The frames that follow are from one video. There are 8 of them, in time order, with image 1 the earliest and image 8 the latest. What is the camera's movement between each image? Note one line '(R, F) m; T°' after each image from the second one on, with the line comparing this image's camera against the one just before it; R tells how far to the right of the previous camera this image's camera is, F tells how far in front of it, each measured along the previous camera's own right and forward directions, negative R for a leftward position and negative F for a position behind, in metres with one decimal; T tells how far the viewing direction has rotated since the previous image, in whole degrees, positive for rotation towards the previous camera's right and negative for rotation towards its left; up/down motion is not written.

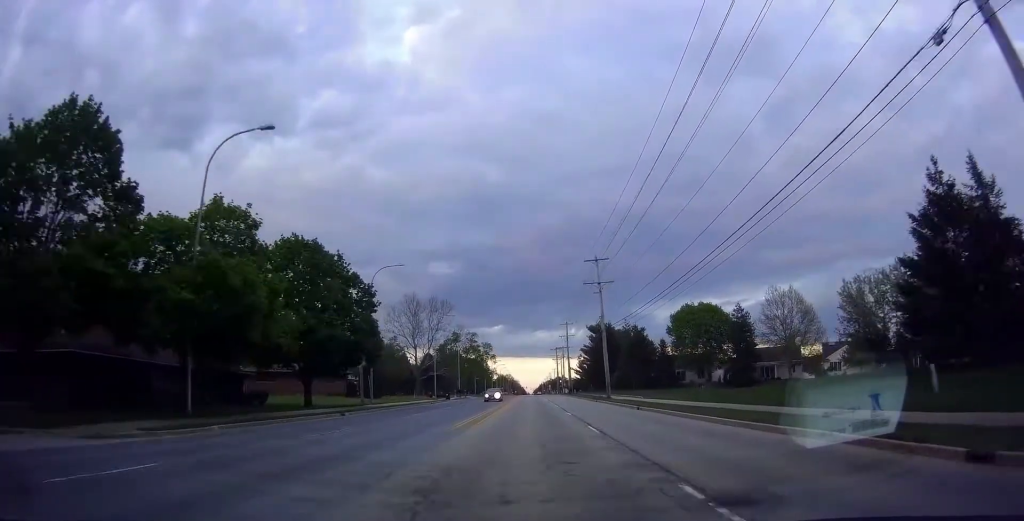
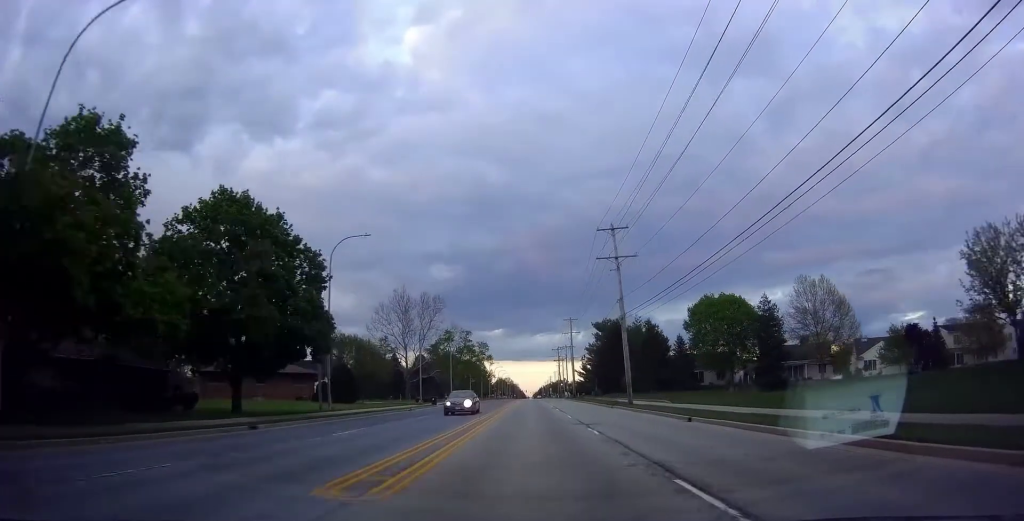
(0.0, +11.4) m; 0°
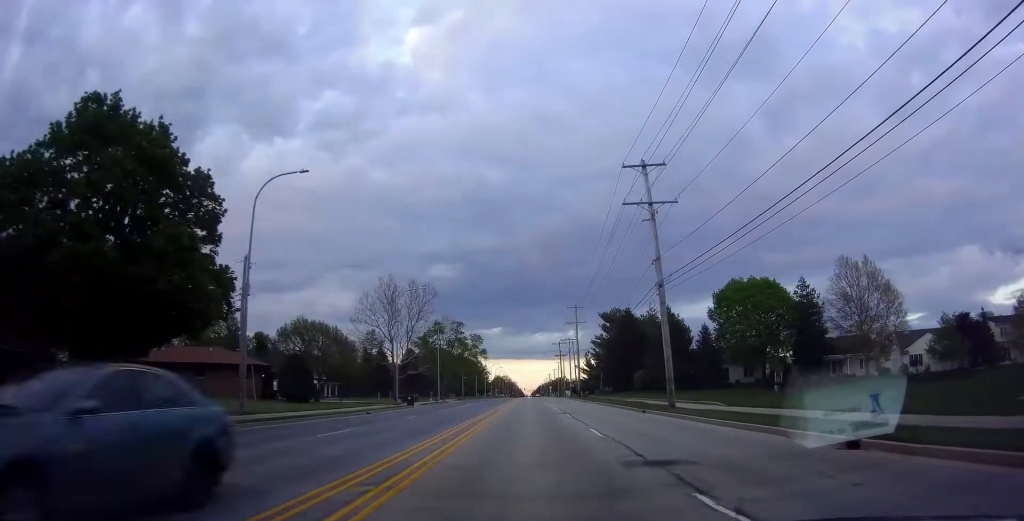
(0.0, +13.1) m; 0°
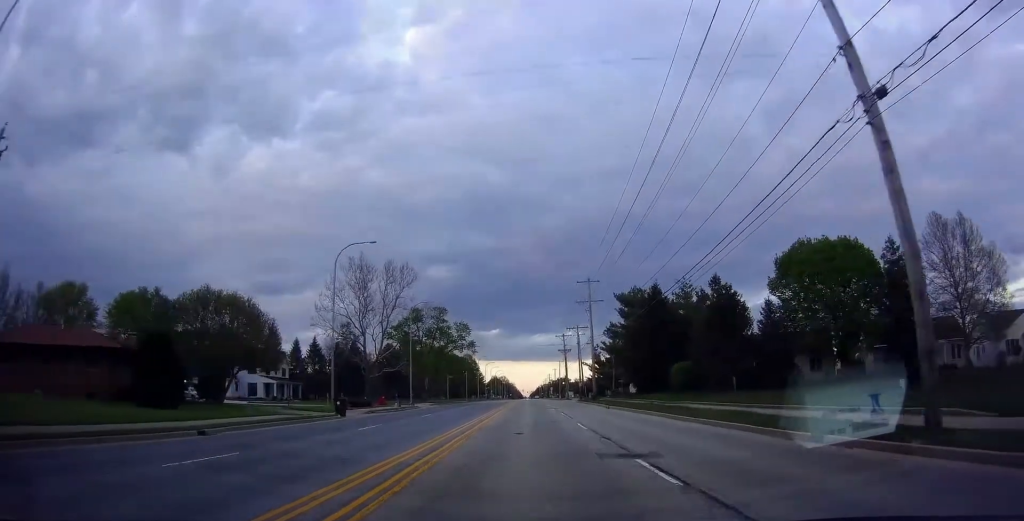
(0.0, +20.8) m; 0°
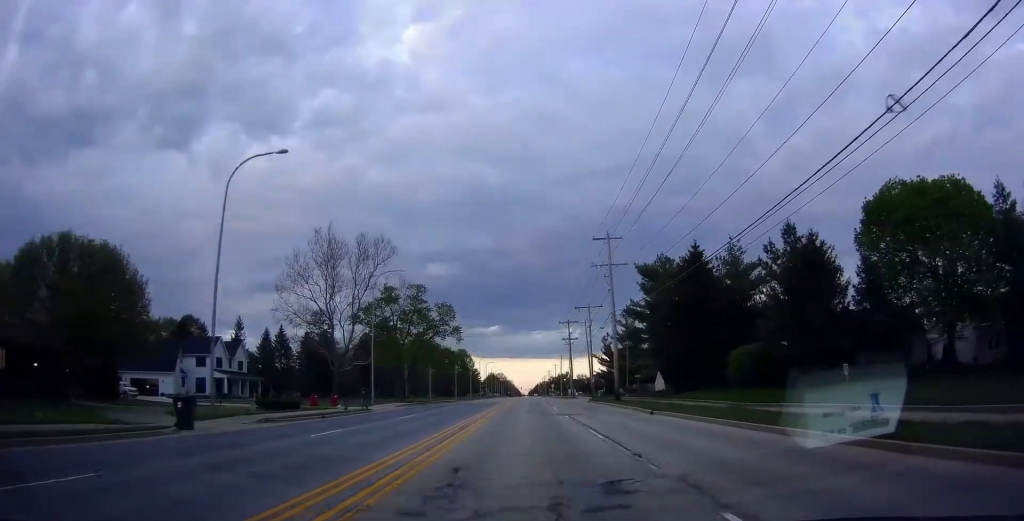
(0.0, +17.5) m; 0°
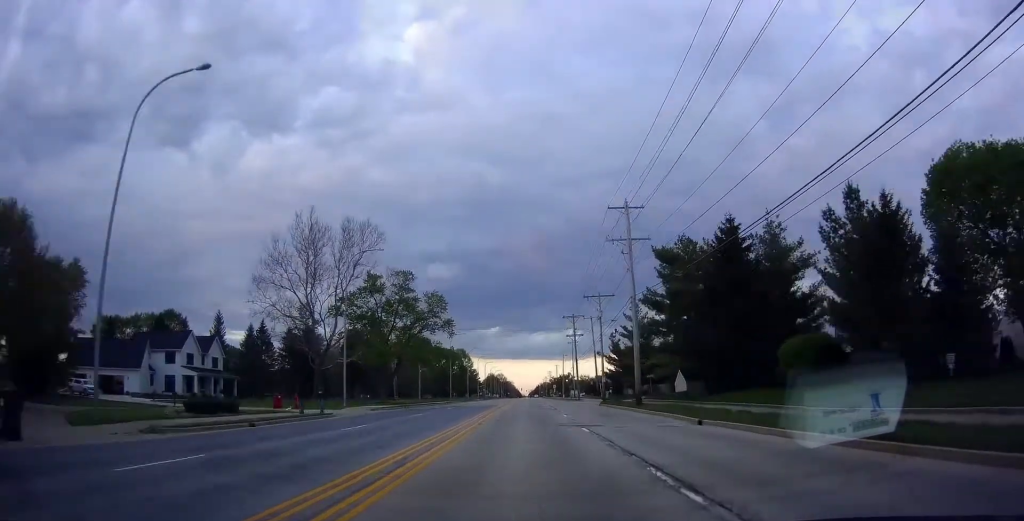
(0.0, +8.7) m; 0°
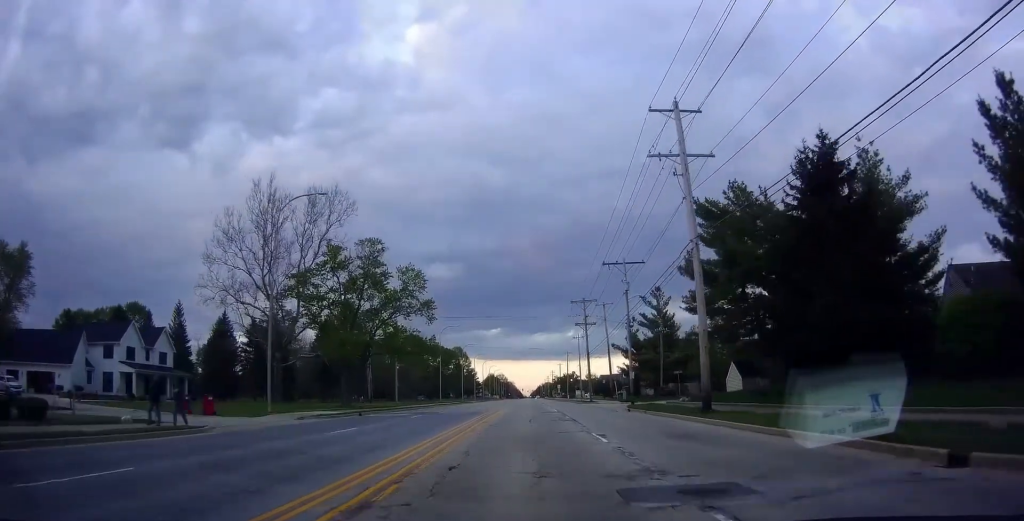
(0.0, +14.3) m; 0°
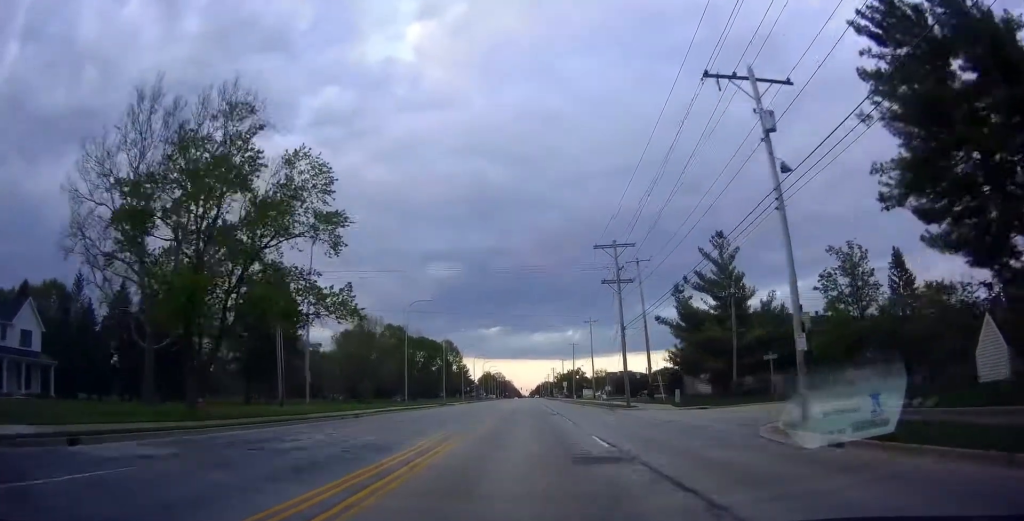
(0.0, +25.9) m; 0°
